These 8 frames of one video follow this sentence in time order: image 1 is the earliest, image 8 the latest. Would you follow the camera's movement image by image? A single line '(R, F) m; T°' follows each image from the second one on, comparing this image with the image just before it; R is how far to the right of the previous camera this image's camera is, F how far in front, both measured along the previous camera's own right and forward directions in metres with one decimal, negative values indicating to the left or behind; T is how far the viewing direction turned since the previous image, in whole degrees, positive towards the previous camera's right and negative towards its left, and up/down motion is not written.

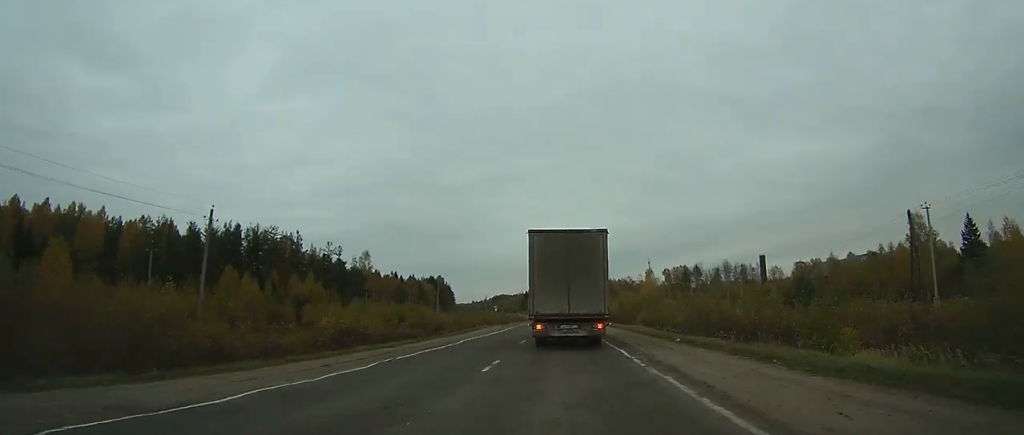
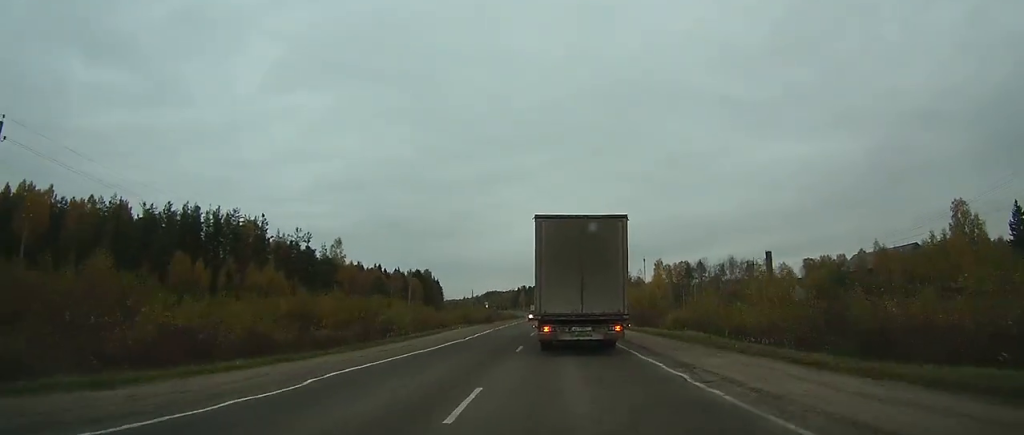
(0.0, +18.2) m; +1°
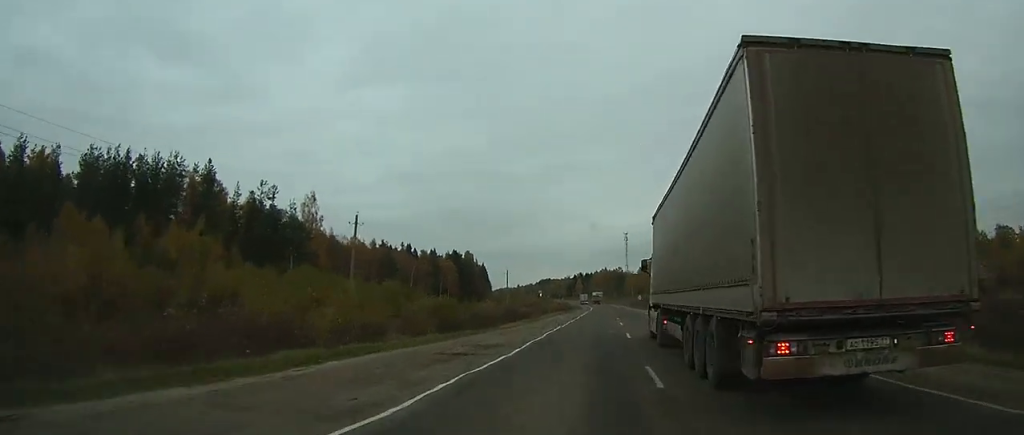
(-1.1, +46.4) m; -2°
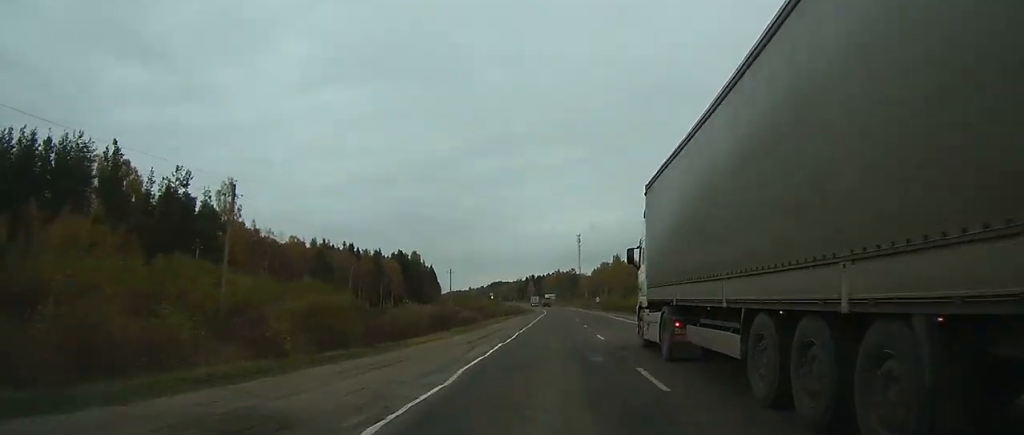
(+0.1, +12.1) m; +1°
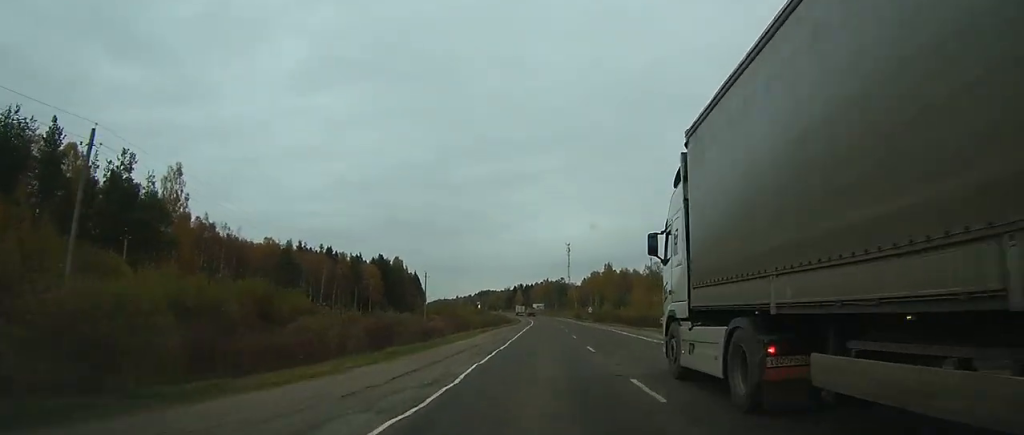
(+0.1, +12.3) m; +1°
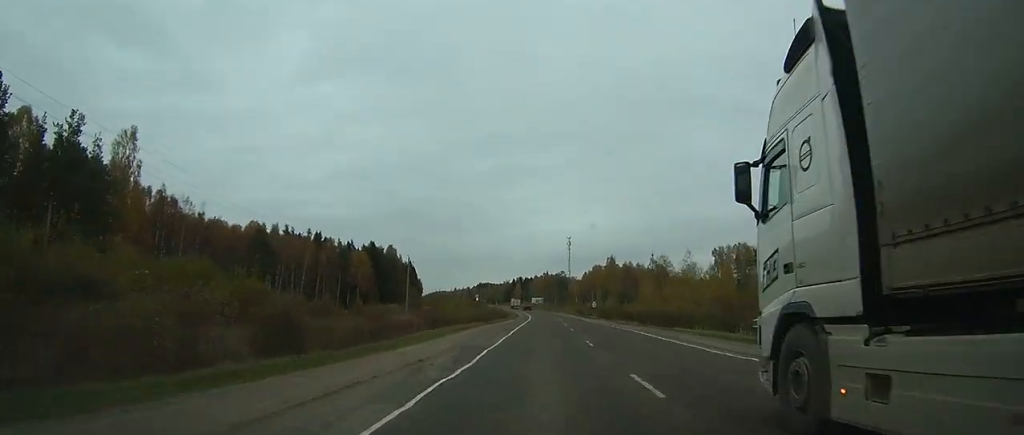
(0.0, +11.8) m; +1°
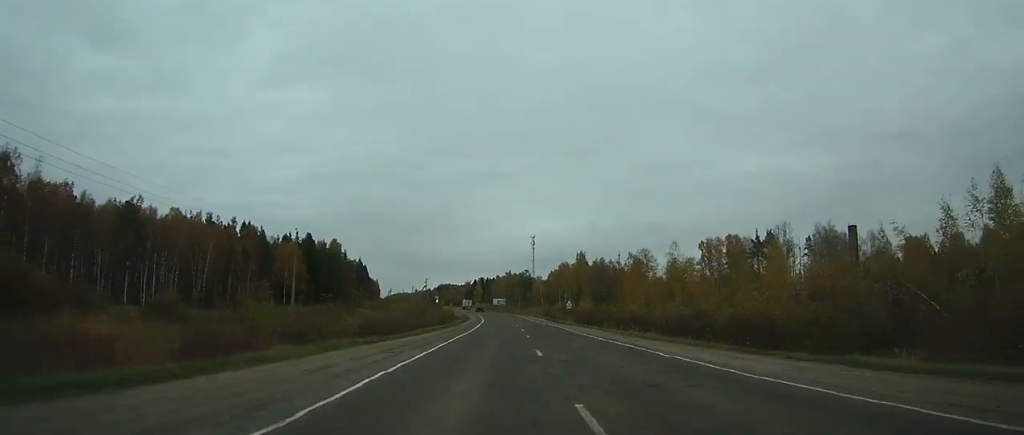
(+0.7, +28.3) m; +2°
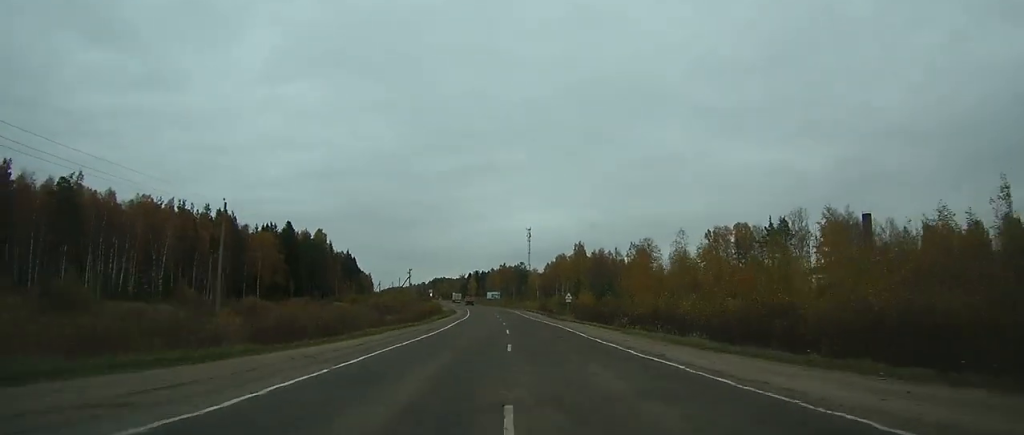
(0.0, +12.4) m; 0°
